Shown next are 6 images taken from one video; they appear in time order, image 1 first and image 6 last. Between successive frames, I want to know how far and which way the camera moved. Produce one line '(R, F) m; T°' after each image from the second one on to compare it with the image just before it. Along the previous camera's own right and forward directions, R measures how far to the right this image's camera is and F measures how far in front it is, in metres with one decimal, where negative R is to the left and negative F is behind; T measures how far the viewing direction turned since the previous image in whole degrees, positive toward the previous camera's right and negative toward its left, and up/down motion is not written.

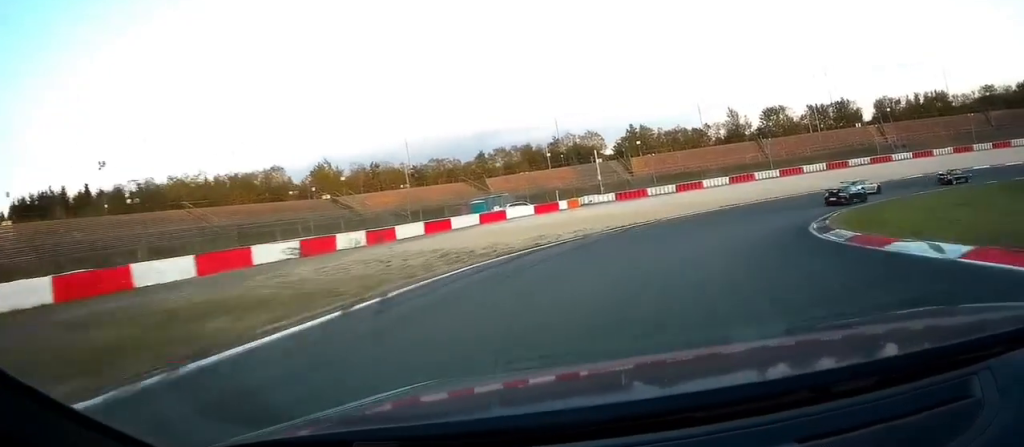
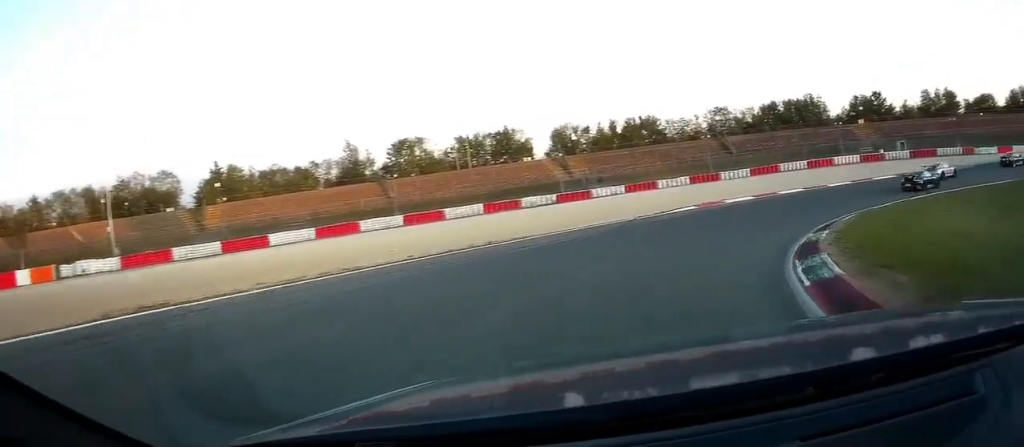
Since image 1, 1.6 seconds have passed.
(+8.6, +31.8) m; +38°
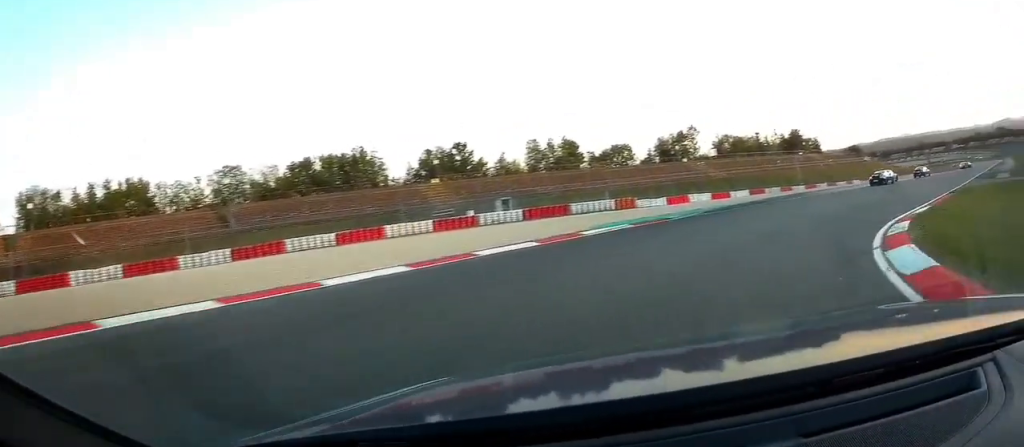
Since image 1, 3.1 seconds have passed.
(+13.4, +31.3) m; +41°
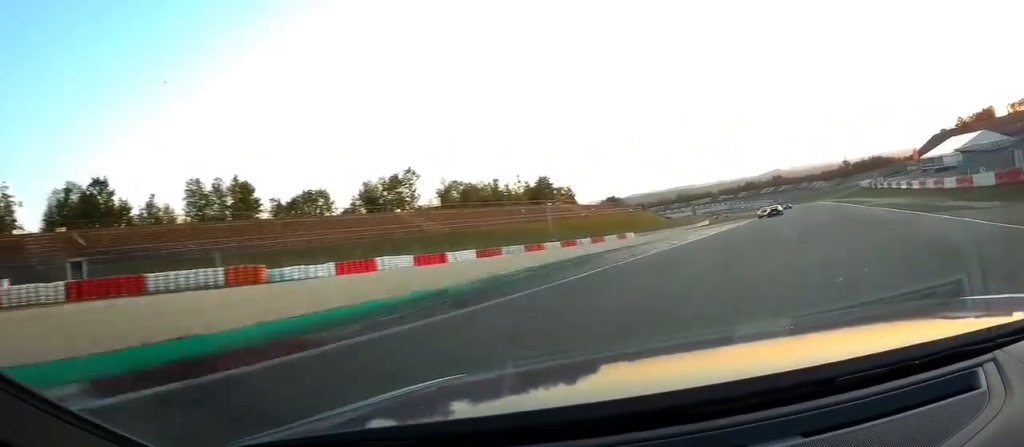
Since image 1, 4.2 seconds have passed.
(+5.4, +26.3) m; +20°
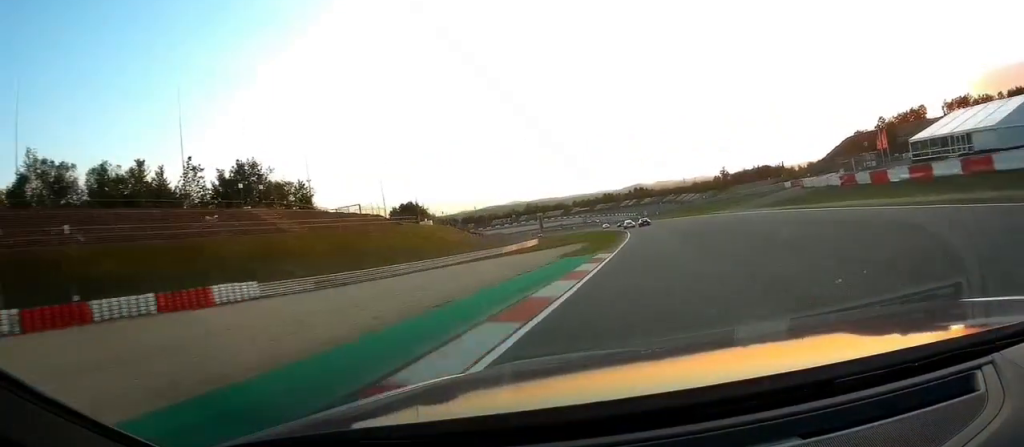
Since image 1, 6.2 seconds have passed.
(+10.6, +60.6) m; +12°
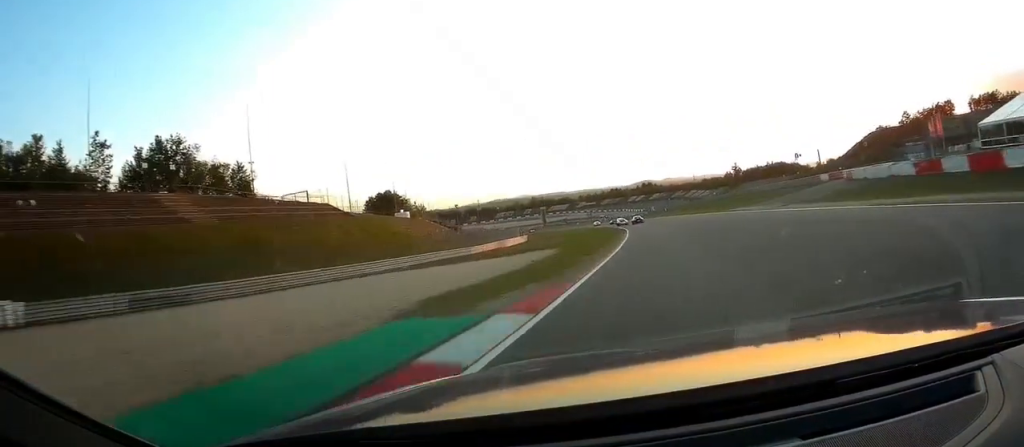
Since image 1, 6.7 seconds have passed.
(+0.1, +17.6) m; 0°
